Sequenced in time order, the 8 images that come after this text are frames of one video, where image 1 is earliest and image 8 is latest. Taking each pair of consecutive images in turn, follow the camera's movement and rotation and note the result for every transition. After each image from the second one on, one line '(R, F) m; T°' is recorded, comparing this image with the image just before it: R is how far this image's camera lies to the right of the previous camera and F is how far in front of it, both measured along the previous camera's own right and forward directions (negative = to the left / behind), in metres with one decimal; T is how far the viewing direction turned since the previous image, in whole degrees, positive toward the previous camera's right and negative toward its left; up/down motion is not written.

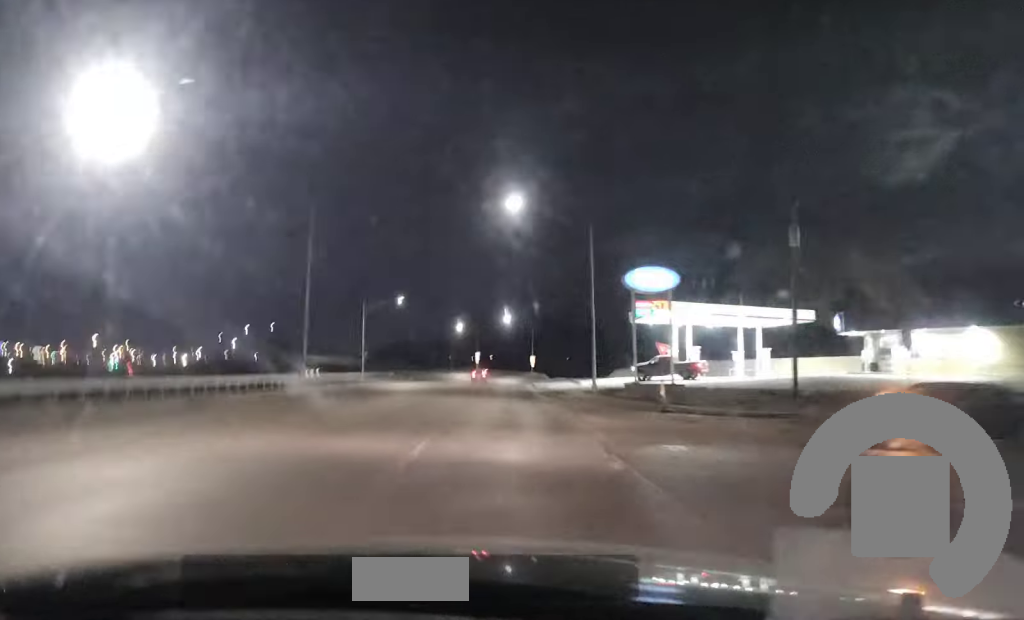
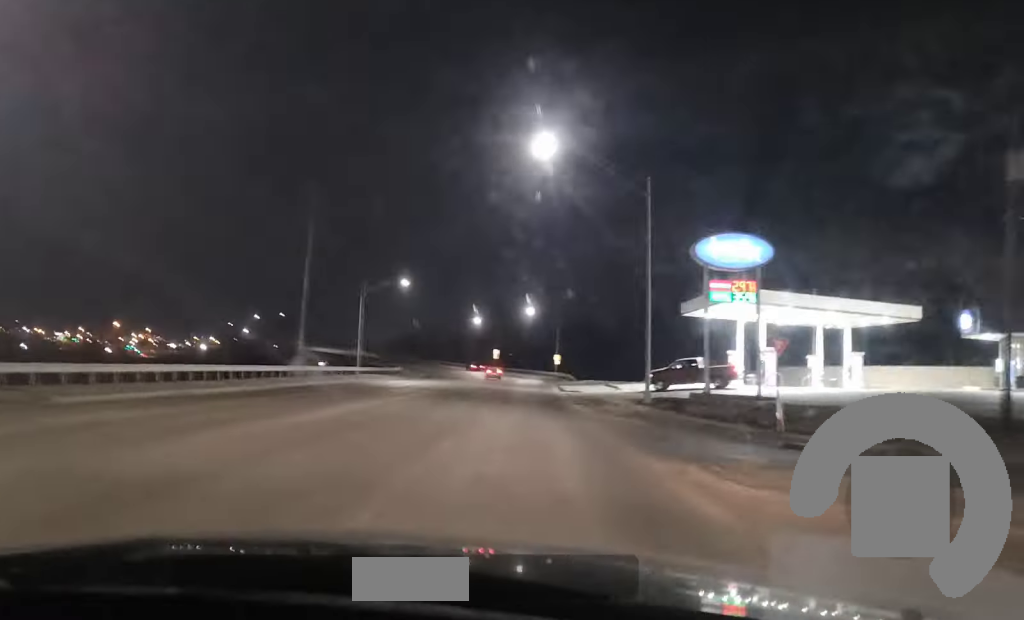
(-0.6, +14.6) m; -2°
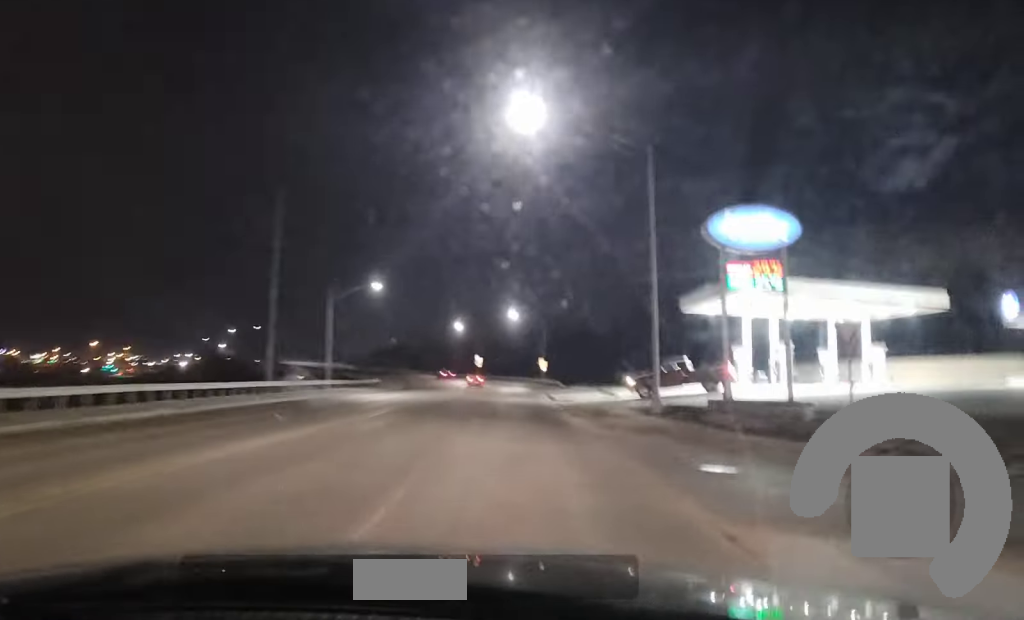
(+0.1, +6.6) m; +1°
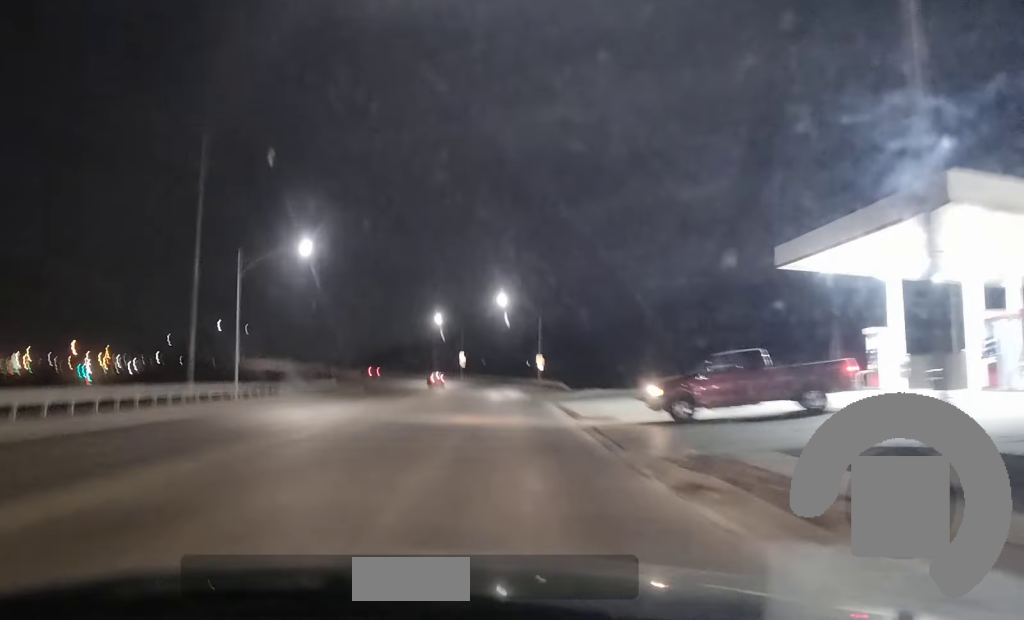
(+0.5, +22.8) m; +1°
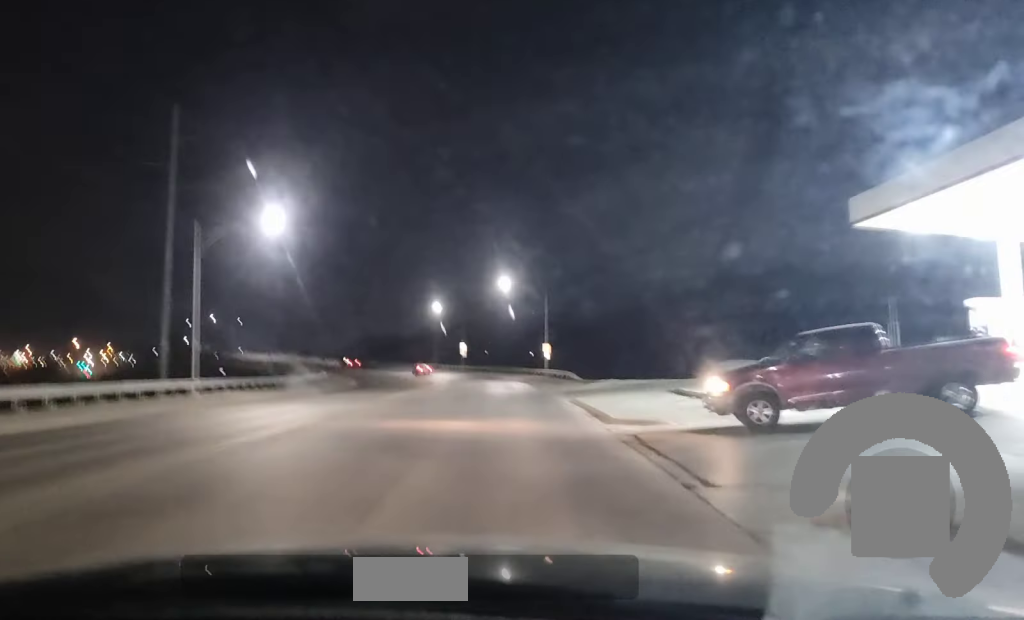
(-0.2, +7.8) m; 0°
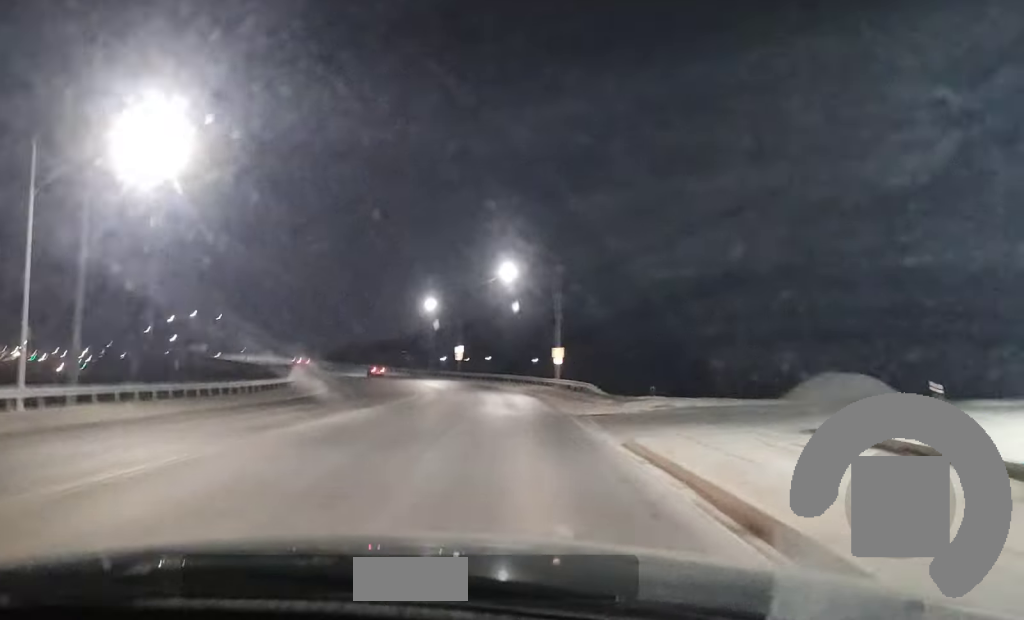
(+0.4, +15.4) m; +2°
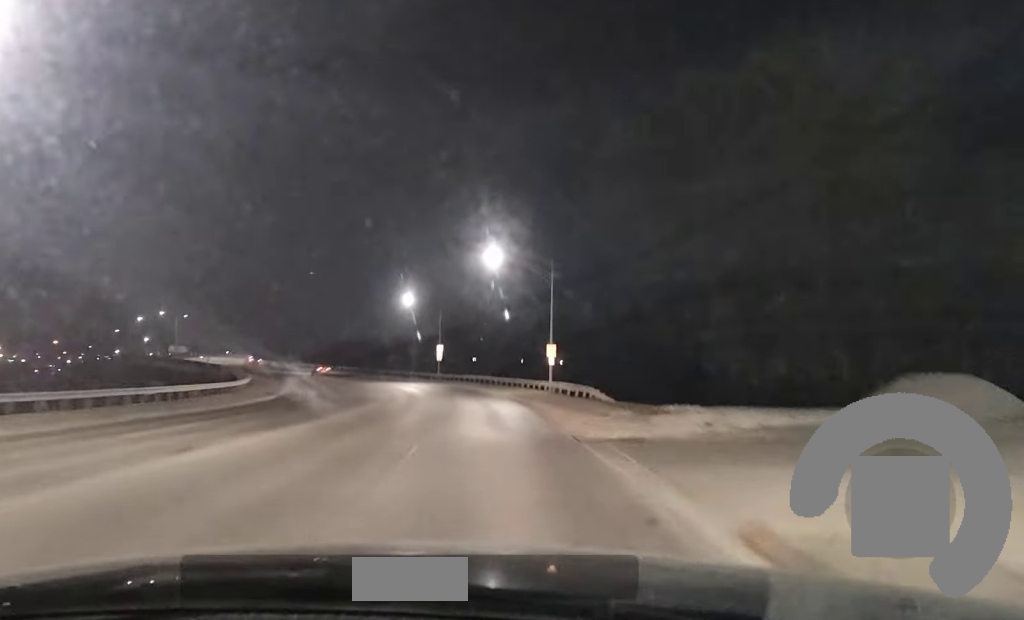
(+0.2, +10.3) m; 0°
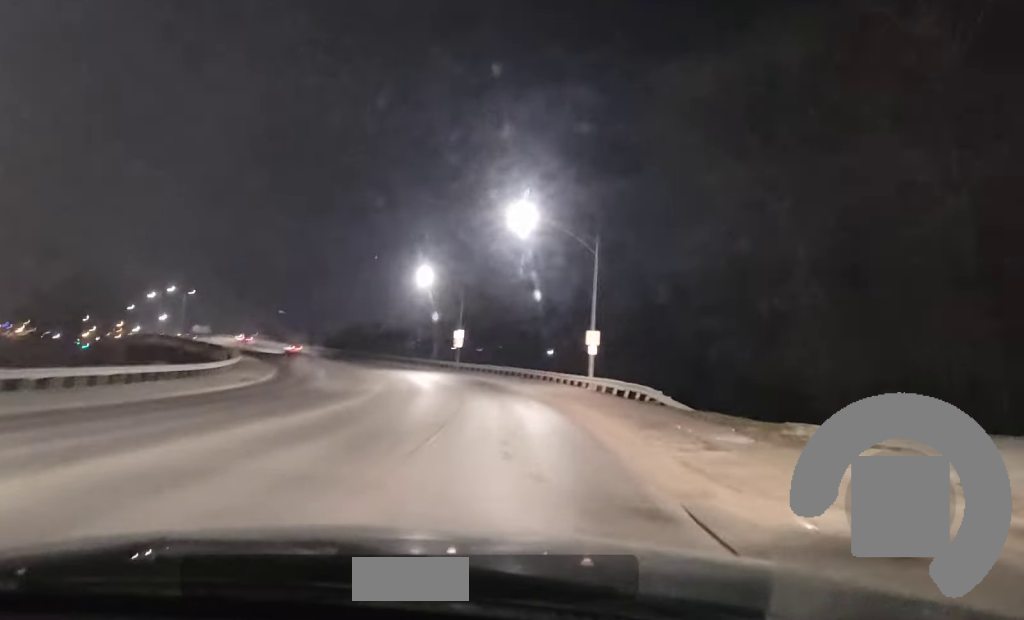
(-0.1, +12.2) m; -1°
